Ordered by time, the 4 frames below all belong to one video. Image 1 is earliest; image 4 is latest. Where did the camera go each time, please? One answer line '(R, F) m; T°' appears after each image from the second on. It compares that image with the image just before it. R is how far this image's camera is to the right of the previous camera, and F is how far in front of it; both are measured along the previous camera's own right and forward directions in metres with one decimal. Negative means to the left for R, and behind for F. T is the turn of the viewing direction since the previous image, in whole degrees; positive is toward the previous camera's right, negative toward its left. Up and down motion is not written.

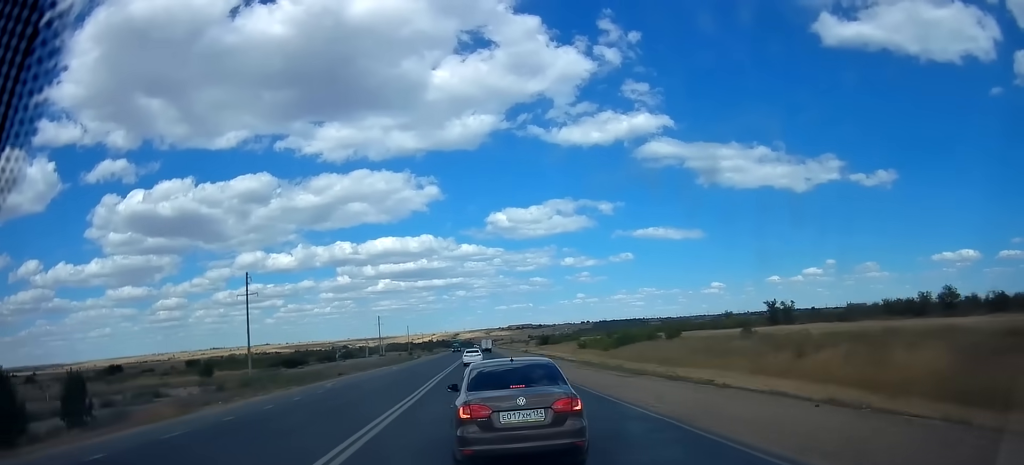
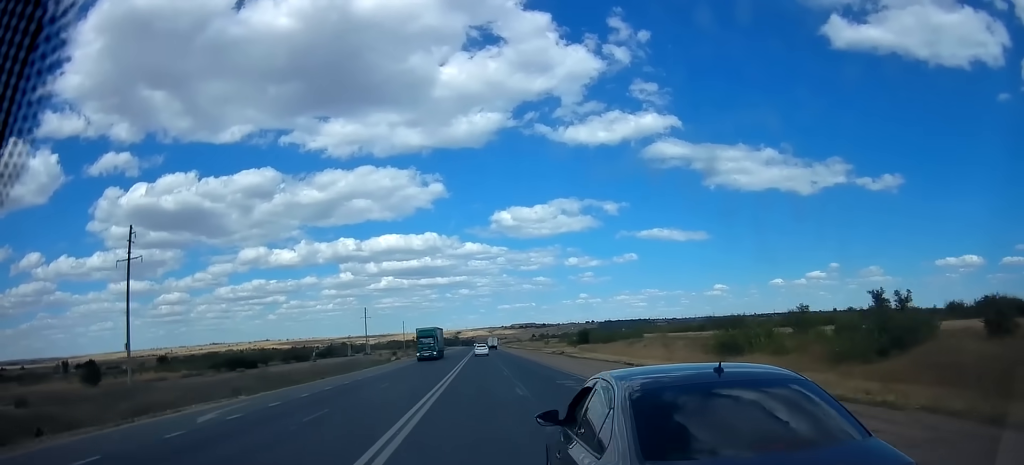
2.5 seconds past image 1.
(-0.1, +49.4) m; +1°
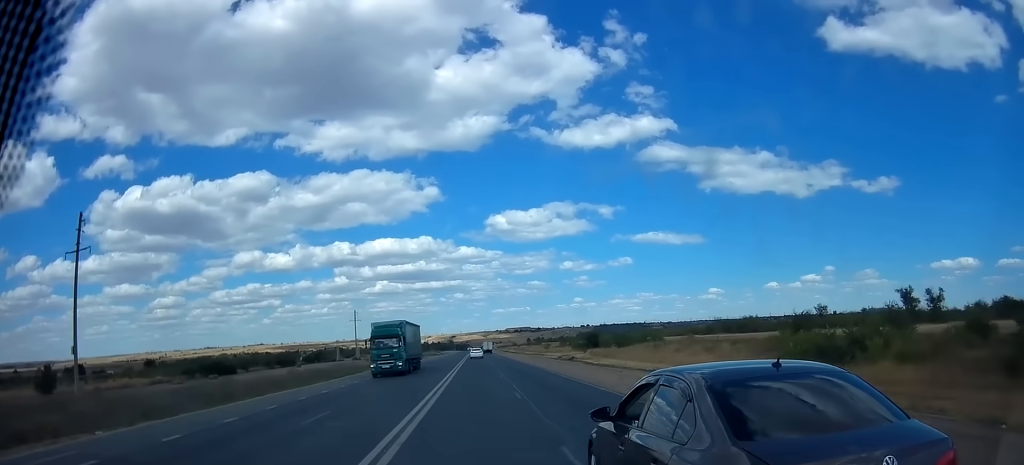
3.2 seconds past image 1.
(0.0, +12.0) m; 0°
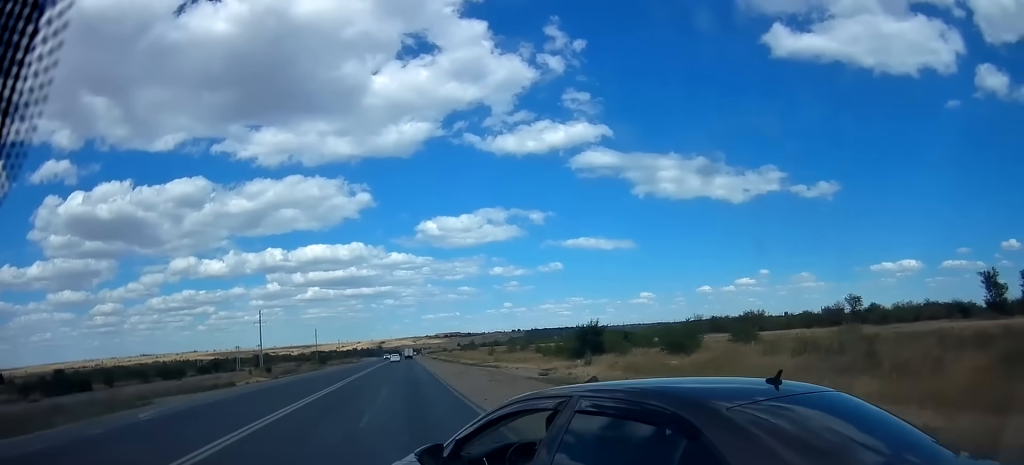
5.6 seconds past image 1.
(+1.6, +40.4) m; +7°
